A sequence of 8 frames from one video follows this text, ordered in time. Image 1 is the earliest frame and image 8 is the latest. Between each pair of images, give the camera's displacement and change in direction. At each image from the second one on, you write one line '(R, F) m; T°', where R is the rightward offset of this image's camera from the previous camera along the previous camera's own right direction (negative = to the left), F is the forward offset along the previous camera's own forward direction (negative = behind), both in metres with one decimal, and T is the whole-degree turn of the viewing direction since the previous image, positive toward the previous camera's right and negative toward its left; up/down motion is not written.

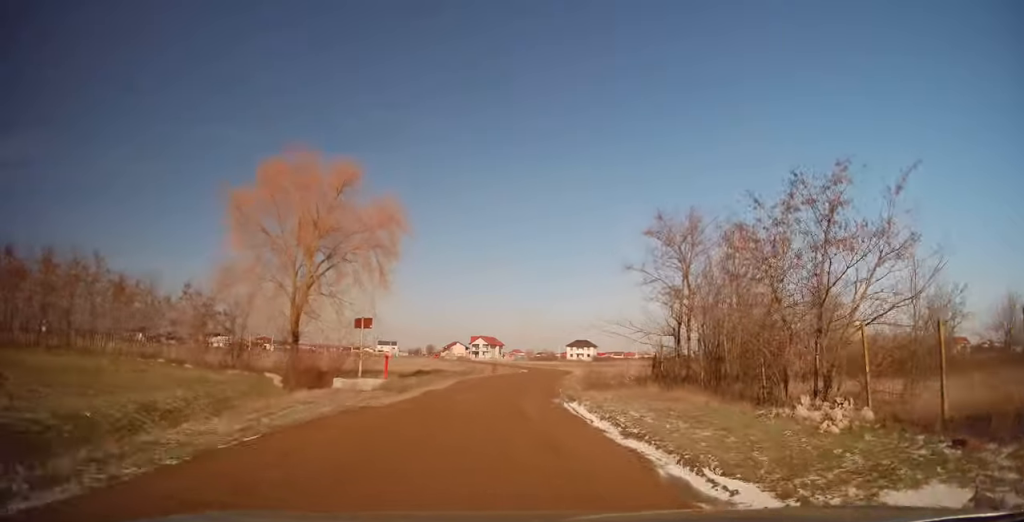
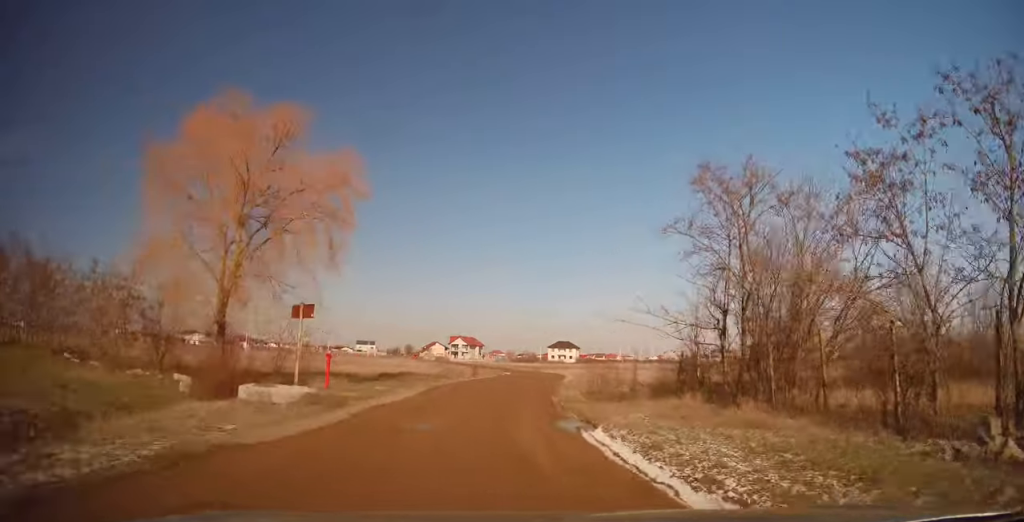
(0.0, +5.8) m; 0°
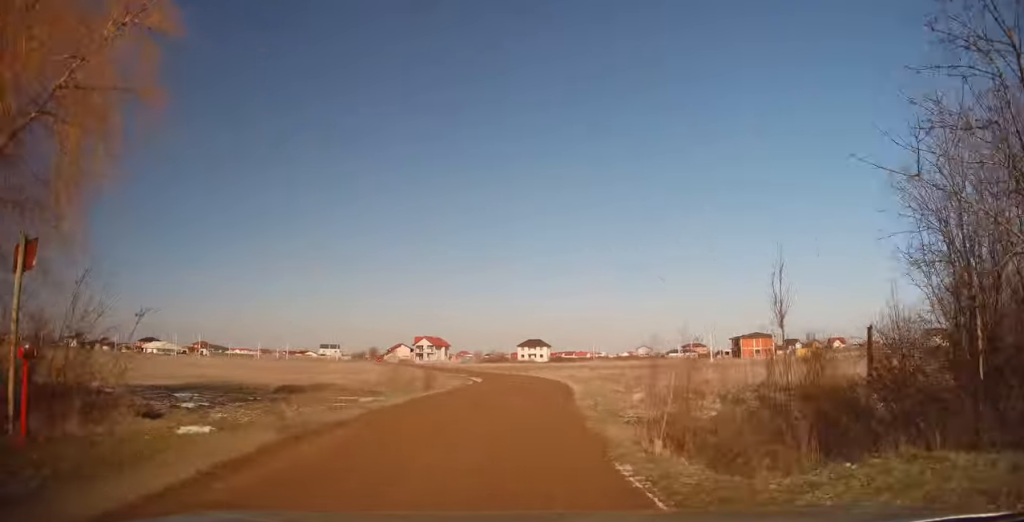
(0.0, +11.5) m; +4°
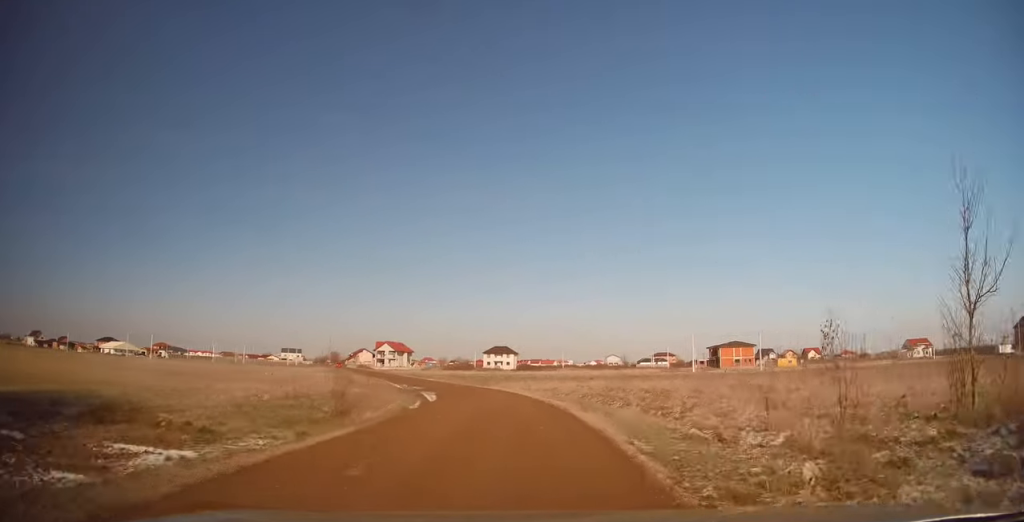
(+0.5, +9.0) m; +4°
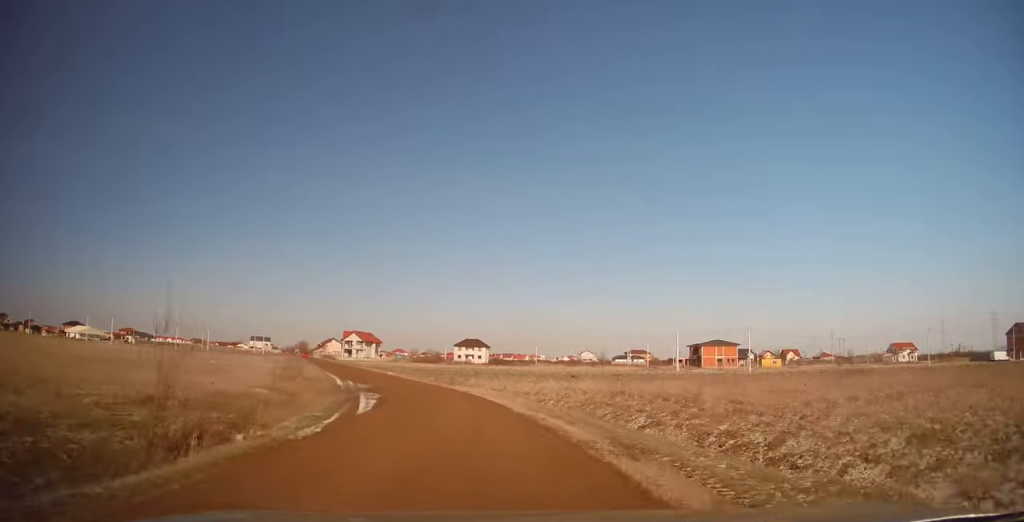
(+0.2, +7.4) m; +1°
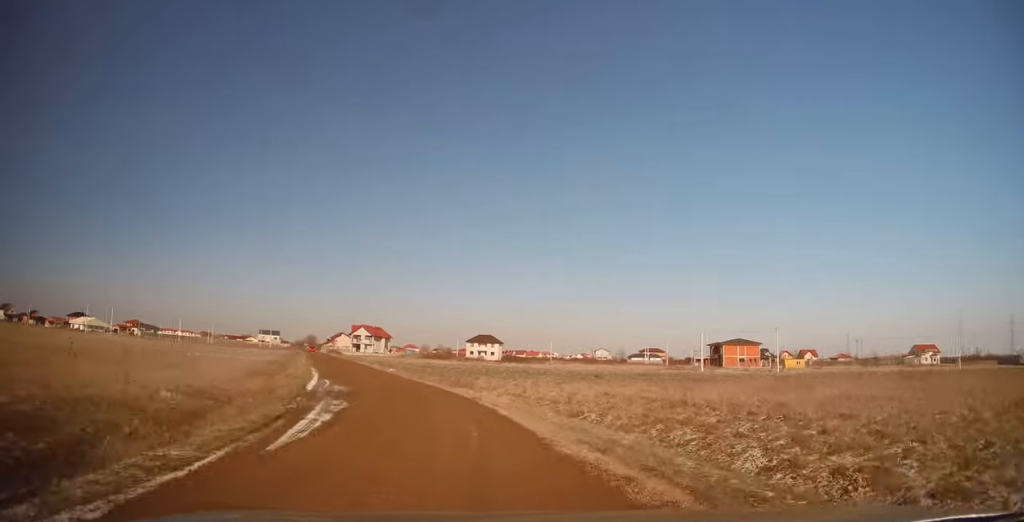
(0.0, +6.4) m; -1°
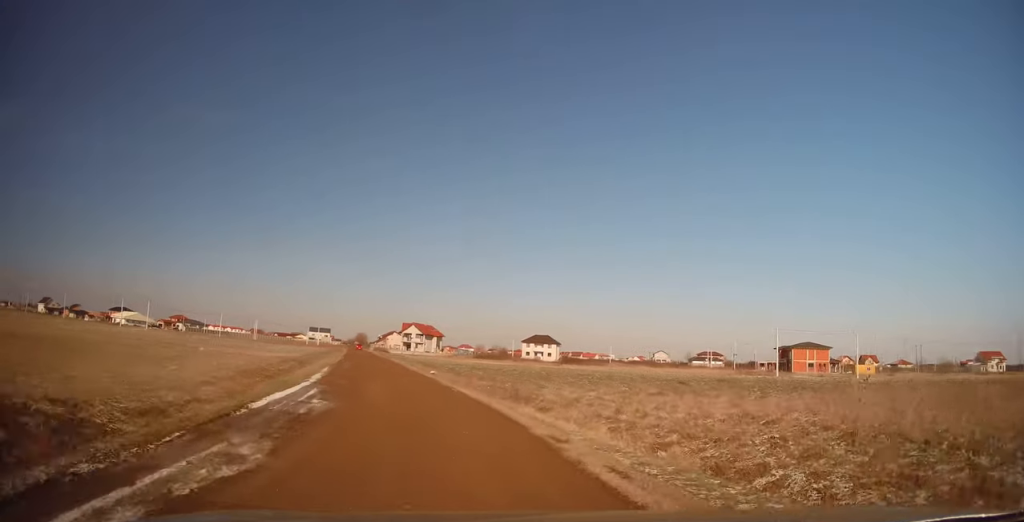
(0.0, +8.2) m; -3°
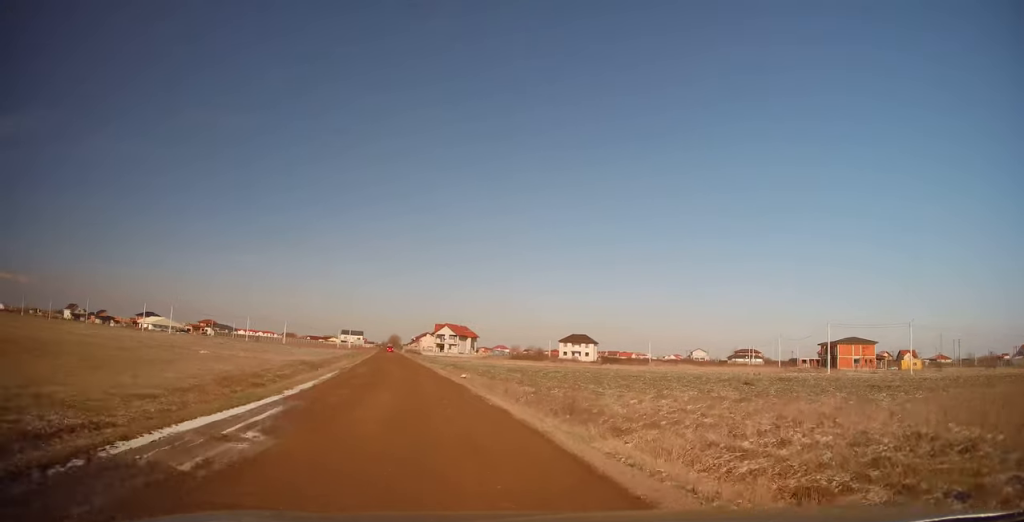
(-0.3, +5.0) m; -4°
